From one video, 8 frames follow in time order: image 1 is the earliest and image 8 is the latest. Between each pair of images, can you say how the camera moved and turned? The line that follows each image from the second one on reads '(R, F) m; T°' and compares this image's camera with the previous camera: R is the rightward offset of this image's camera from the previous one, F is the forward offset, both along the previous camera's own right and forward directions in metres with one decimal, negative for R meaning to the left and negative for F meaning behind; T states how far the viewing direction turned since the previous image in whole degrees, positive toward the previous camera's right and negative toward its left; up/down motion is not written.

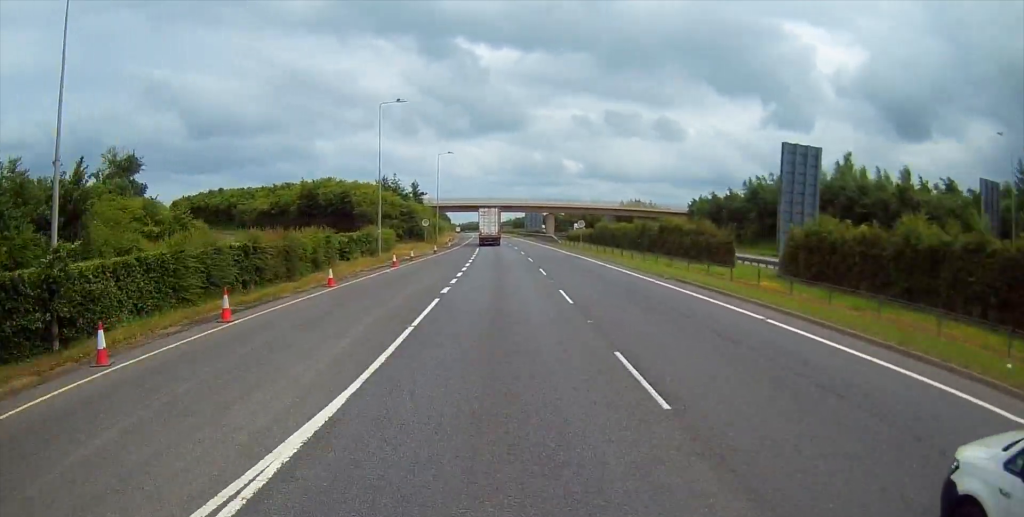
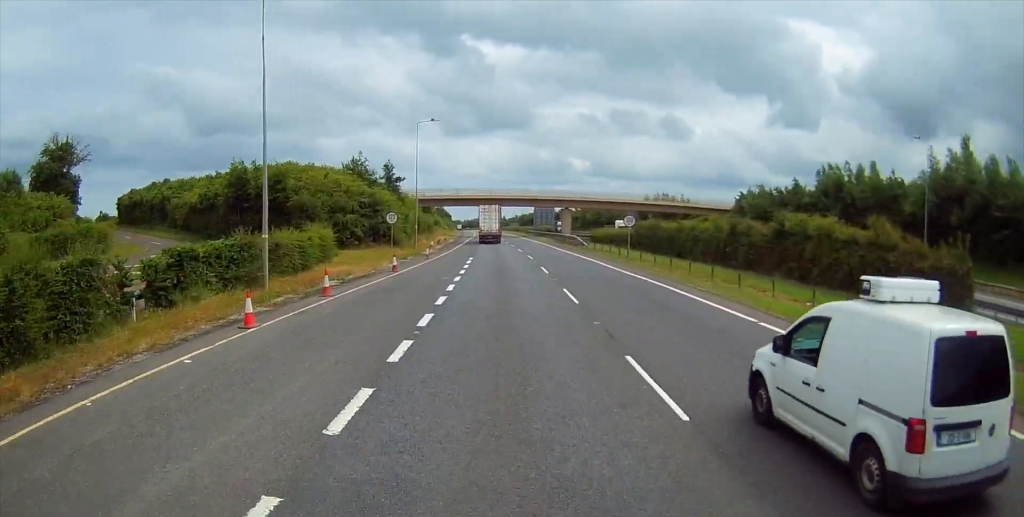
(0.0, +24.8) m; 0°
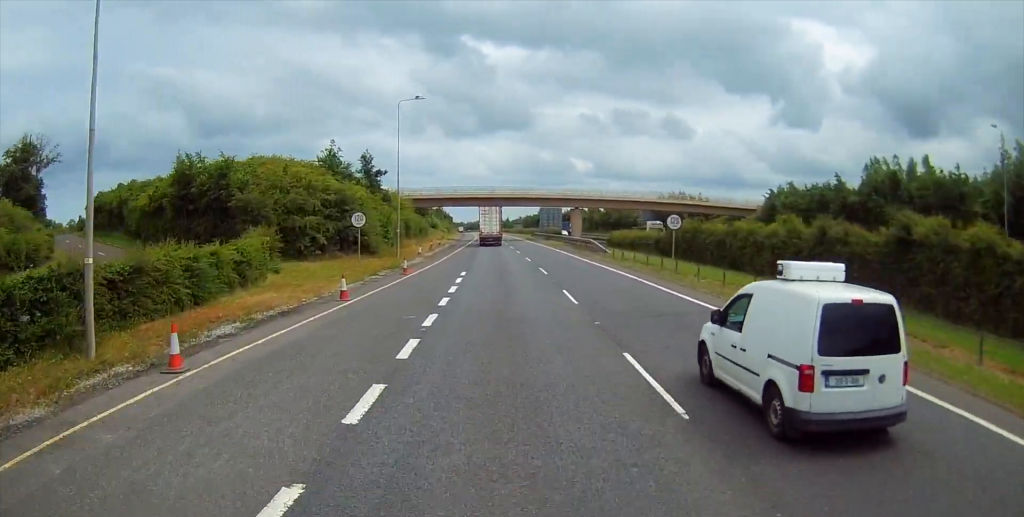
(0.0, +11.8) m; 0°
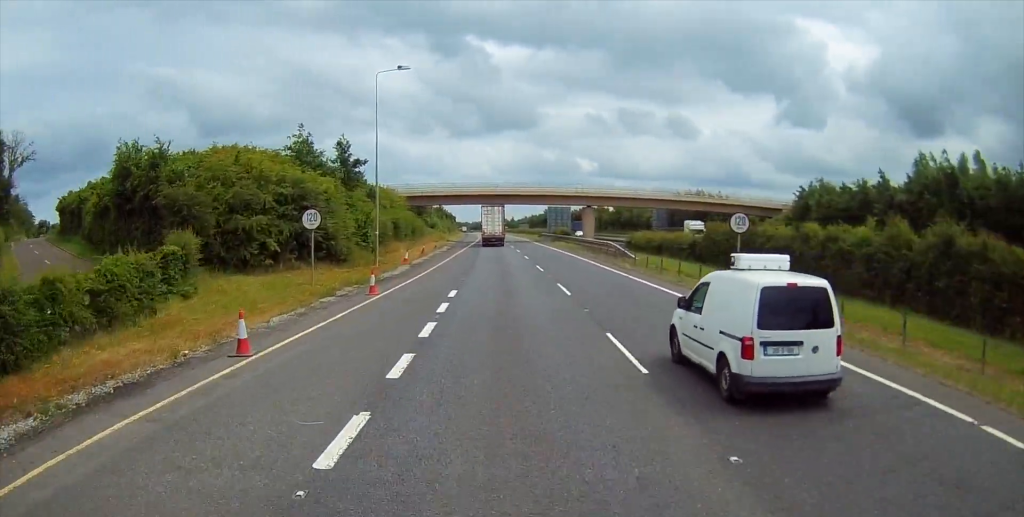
(+0.1, +9.7) m; 0°
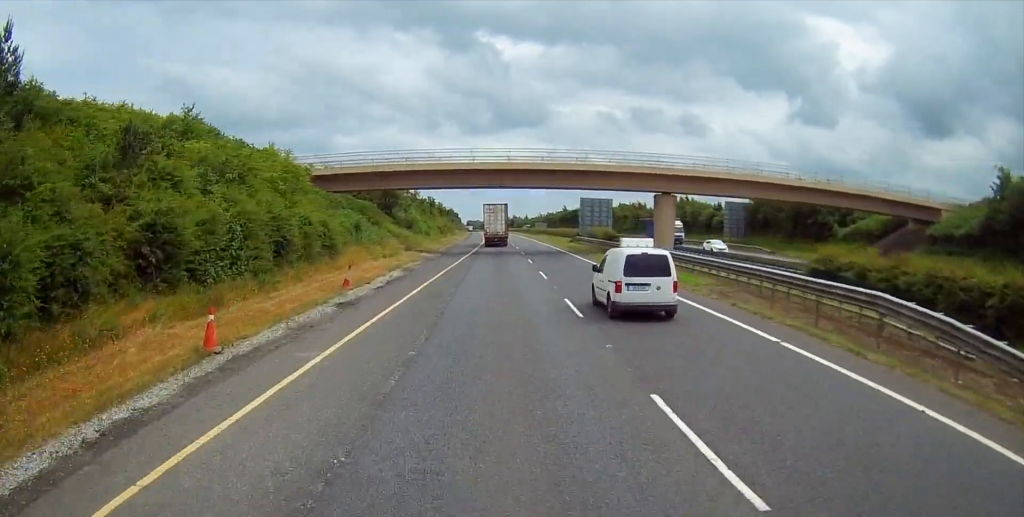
(-0.8, +42.2) m; -2°
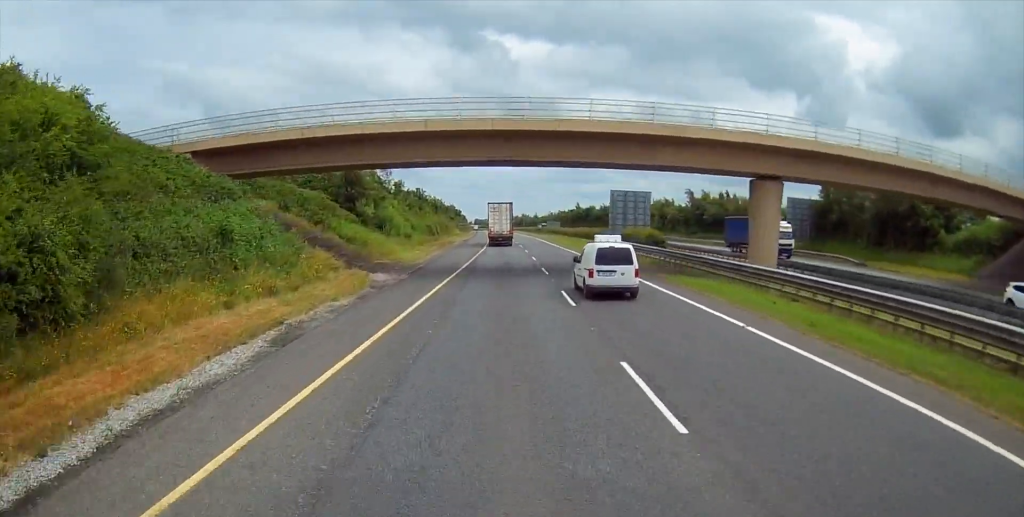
(0.0, +22.2) m; 0°
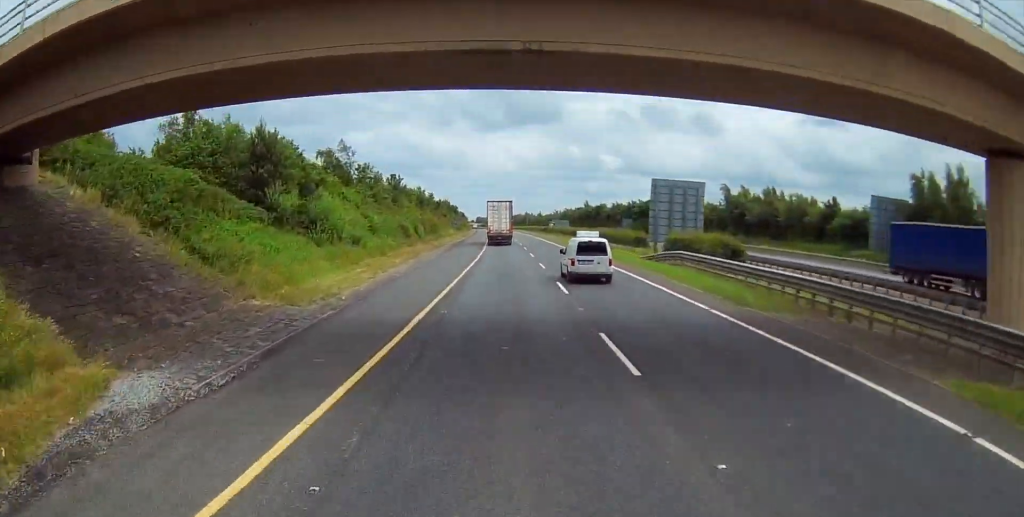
(-0.1, +21.5) m; -1°
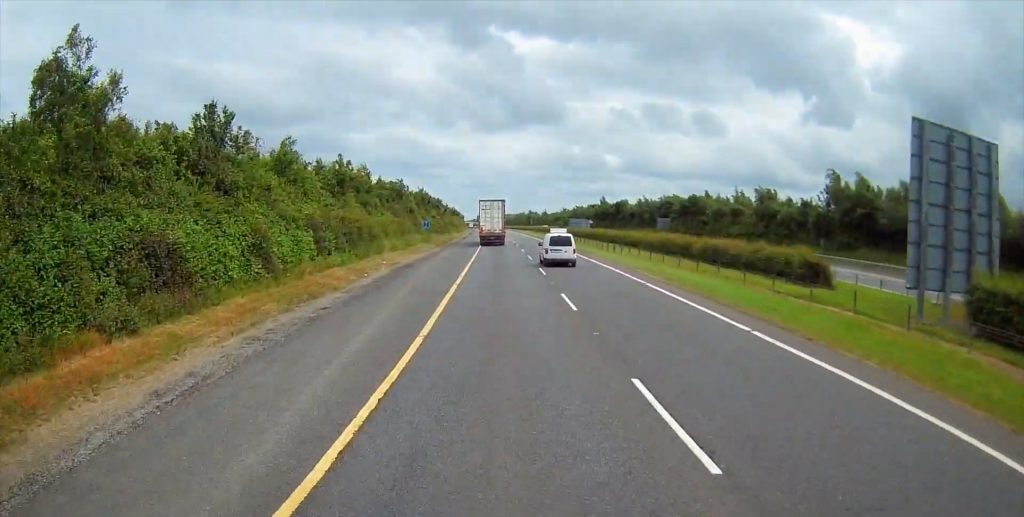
(-0.3, +41.1) m; 0°
